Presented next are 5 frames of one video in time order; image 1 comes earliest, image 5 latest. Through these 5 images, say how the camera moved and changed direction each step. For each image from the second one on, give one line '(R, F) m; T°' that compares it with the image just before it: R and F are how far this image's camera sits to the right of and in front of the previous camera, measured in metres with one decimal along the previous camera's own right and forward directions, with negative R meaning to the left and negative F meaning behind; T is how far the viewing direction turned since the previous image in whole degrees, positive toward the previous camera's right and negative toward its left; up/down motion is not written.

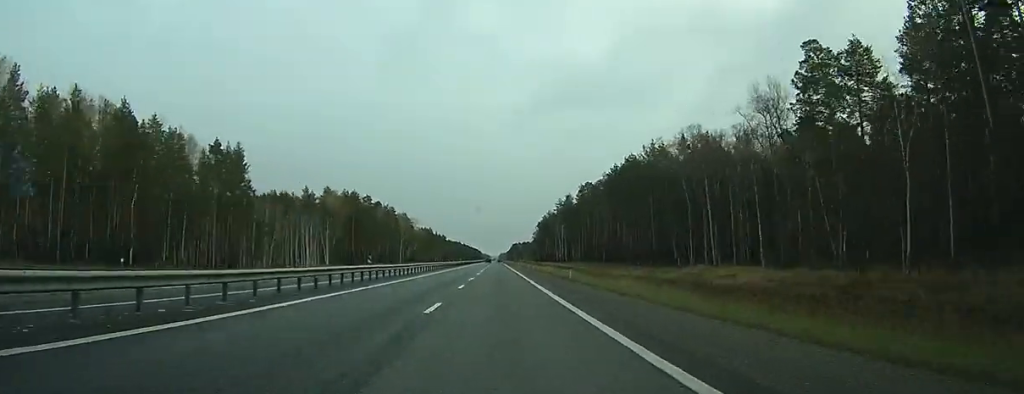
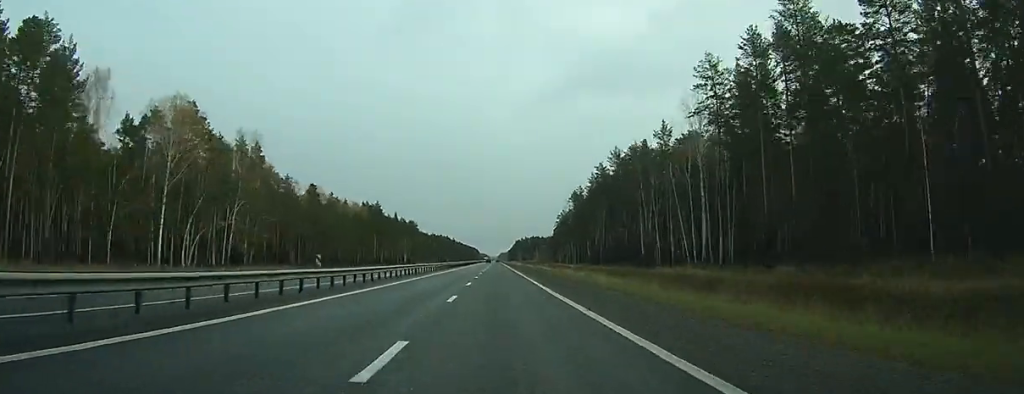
(+2.4, +213.9) m; +1°
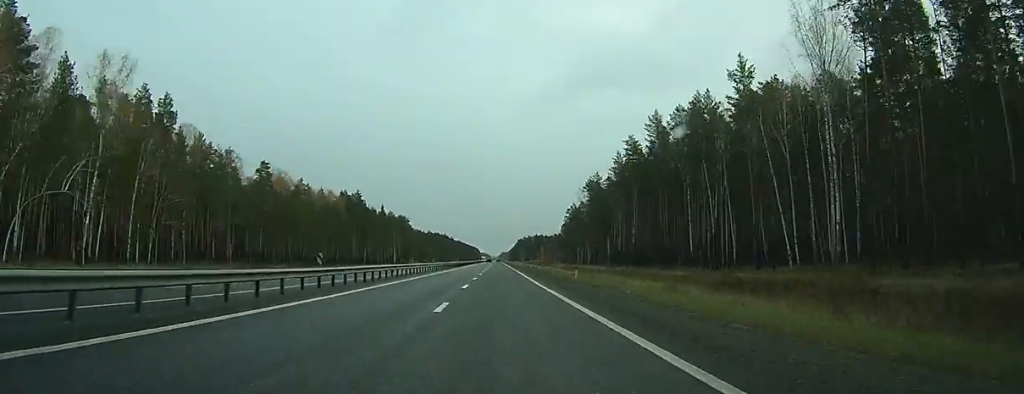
(0.0, +38.5) m; 0°
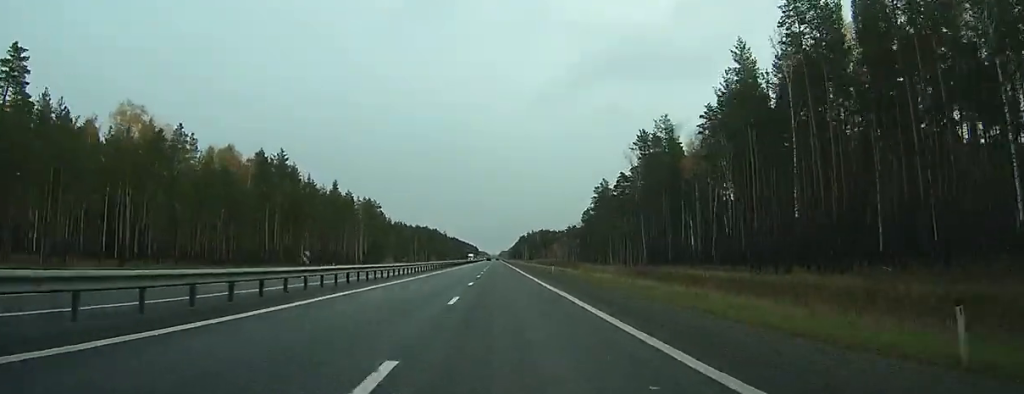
(-0.5, +81.8) m; 0°
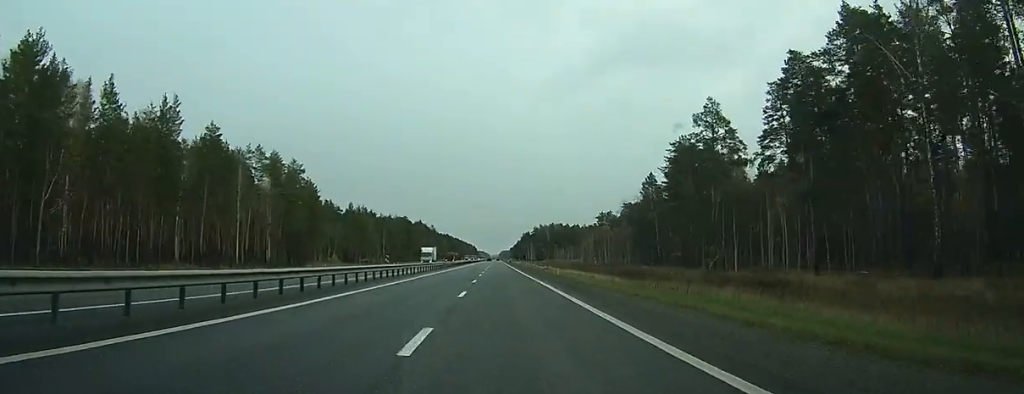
(-0.2, +109.0) m; 0°
